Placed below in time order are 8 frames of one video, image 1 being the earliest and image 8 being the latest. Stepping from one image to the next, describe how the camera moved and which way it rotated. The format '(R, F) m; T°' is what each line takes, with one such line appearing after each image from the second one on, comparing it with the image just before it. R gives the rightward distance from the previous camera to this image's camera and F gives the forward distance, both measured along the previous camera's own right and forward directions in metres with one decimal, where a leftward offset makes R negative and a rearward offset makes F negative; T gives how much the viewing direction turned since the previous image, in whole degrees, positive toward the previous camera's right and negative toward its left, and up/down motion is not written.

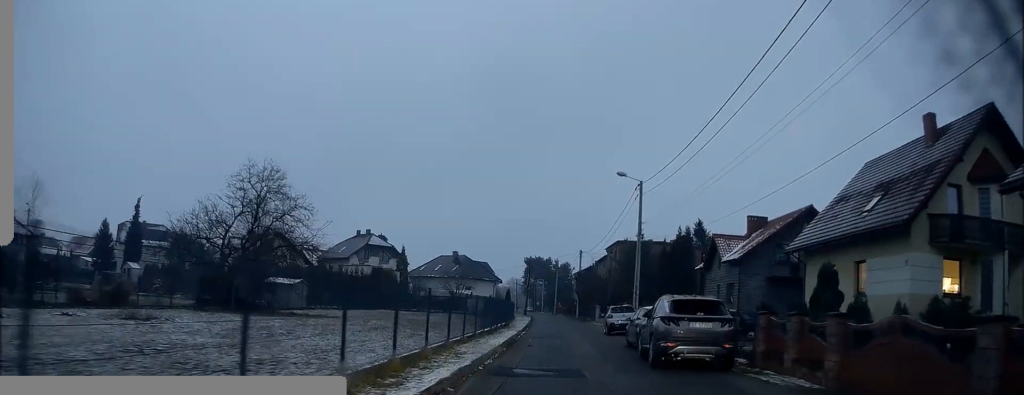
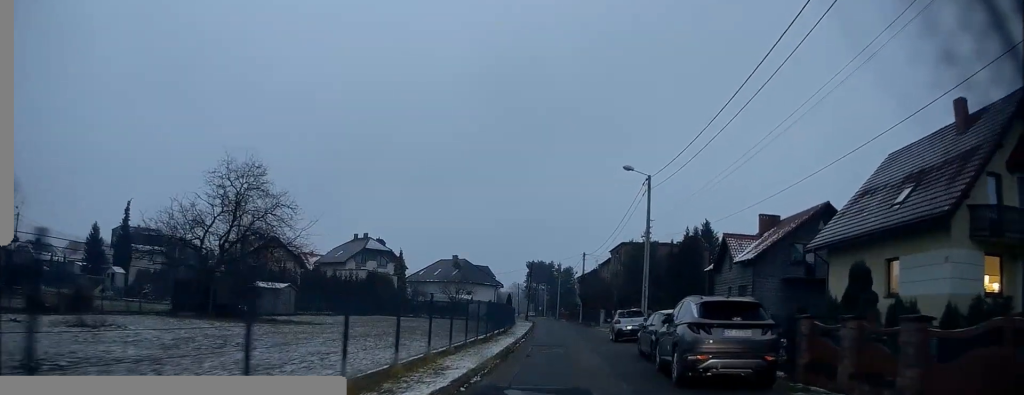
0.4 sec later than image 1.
(+0.2, +2.6) m; 0°
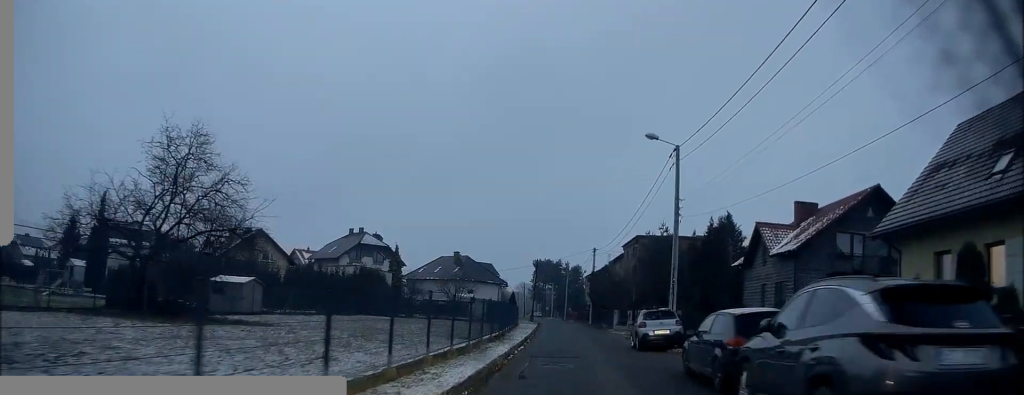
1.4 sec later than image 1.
(0.0, +6.1) m; 0°
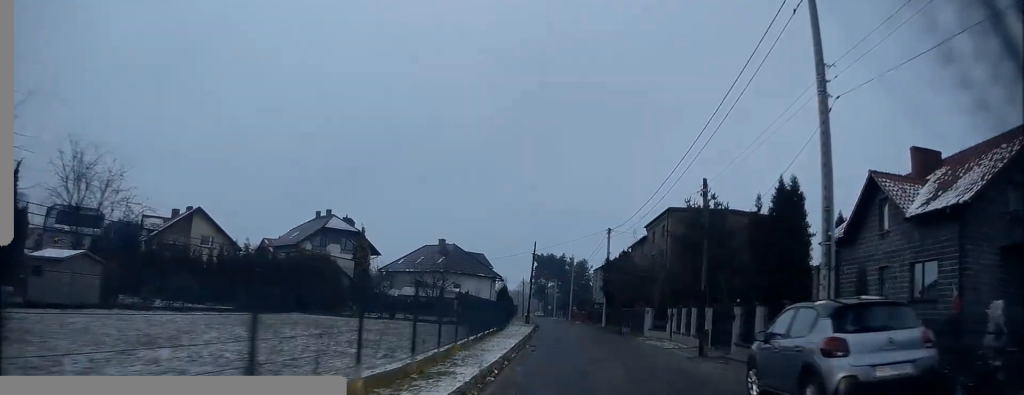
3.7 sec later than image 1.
(-0.3, +15.1) m; -1°
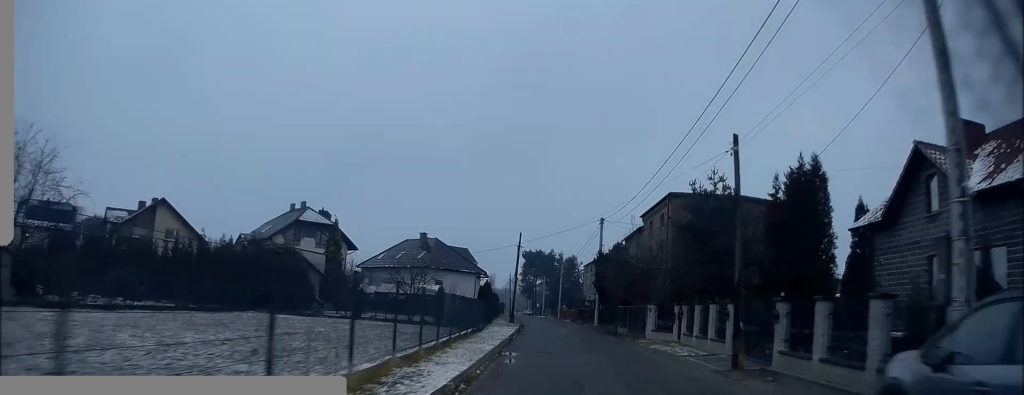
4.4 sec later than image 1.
(+0.1, +4.7) m; +1°
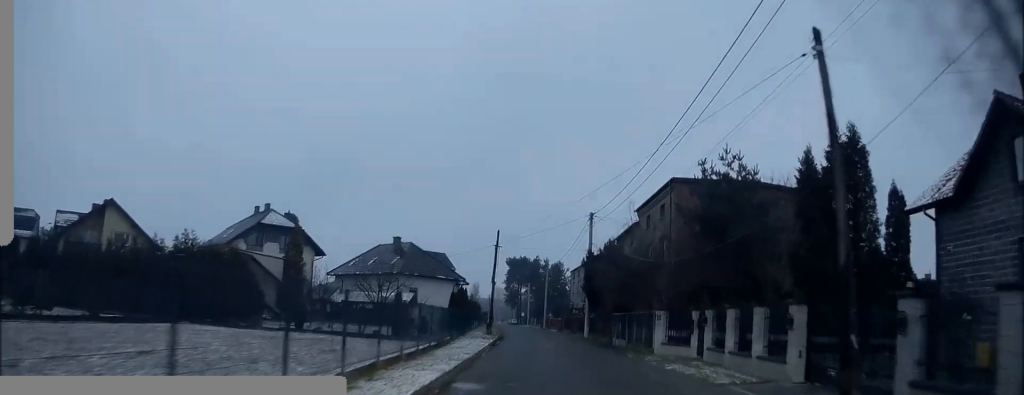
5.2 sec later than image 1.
(+0.2, +6.0) m; +3°
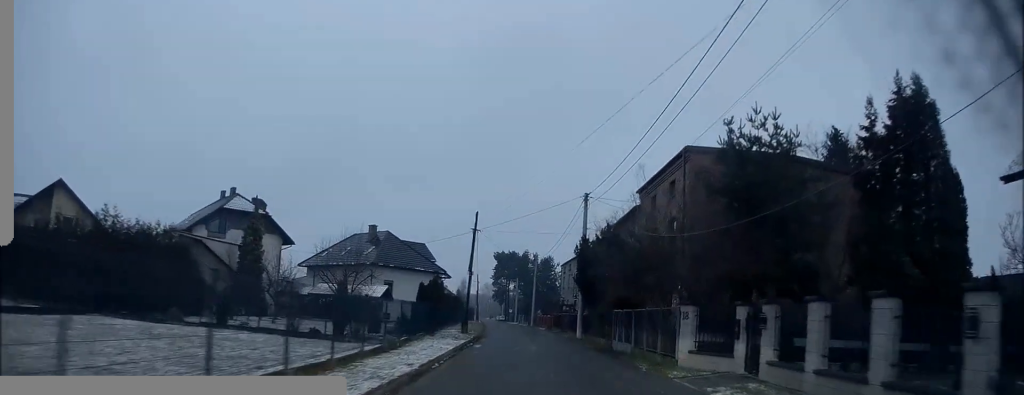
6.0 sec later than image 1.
(-0.1, +6.0) m; +2°
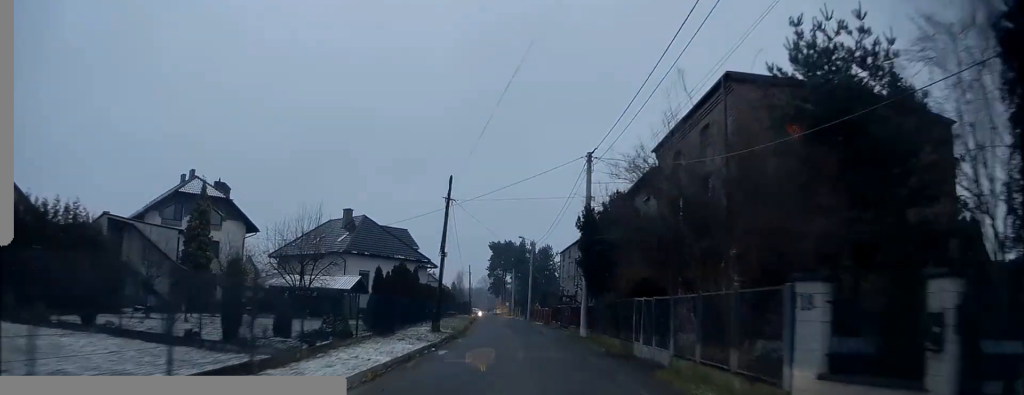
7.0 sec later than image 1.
(+0.4, +7.4) m; -1°
